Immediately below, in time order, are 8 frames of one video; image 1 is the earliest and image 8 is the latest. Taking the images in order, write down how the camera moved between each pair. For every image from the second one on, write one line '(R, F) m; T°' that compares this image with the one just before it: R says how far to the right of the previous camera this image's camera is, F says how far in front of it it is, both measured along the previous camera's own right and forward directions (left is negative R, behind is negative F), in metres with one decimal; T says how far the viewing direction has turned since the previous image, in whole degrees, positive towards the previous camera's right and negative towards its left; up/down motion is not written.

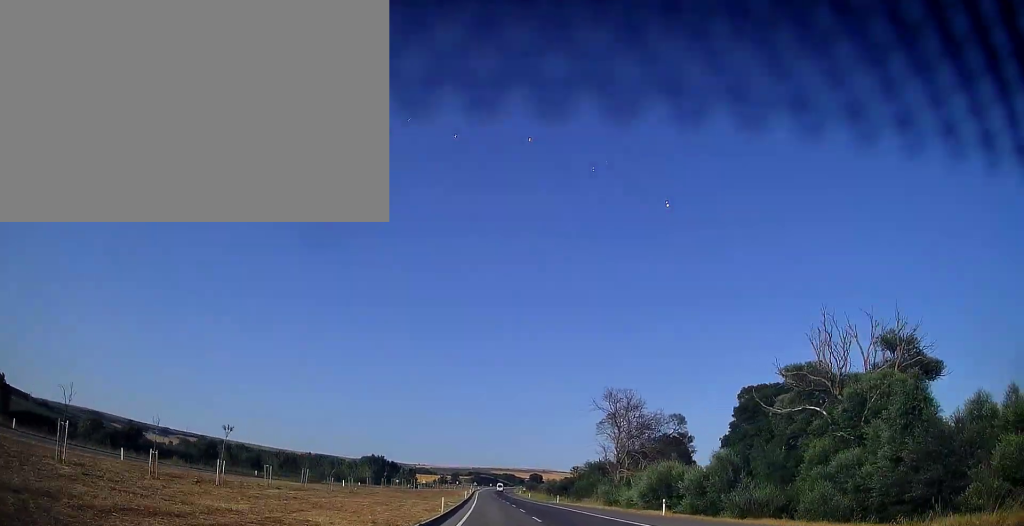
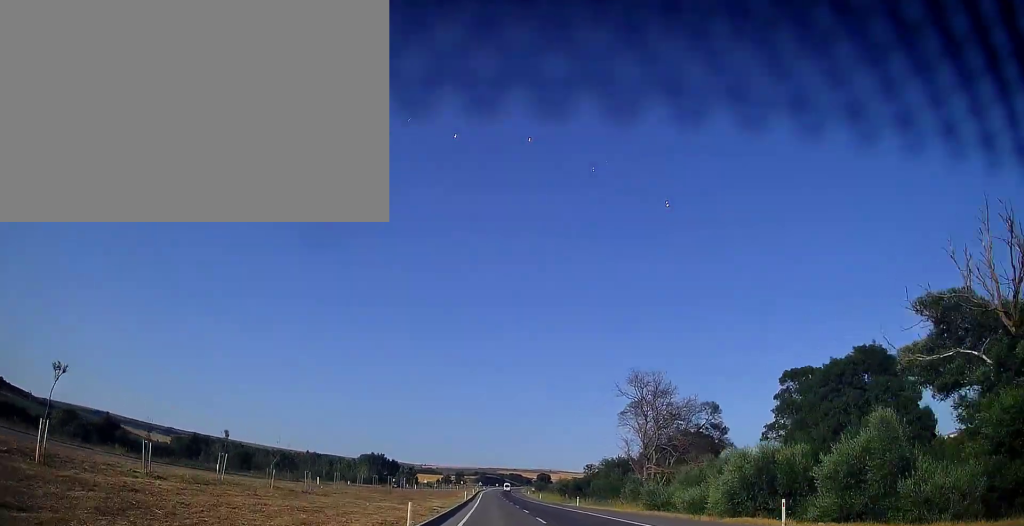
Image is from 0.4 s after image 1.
(0.0, +12.7) m; -1°
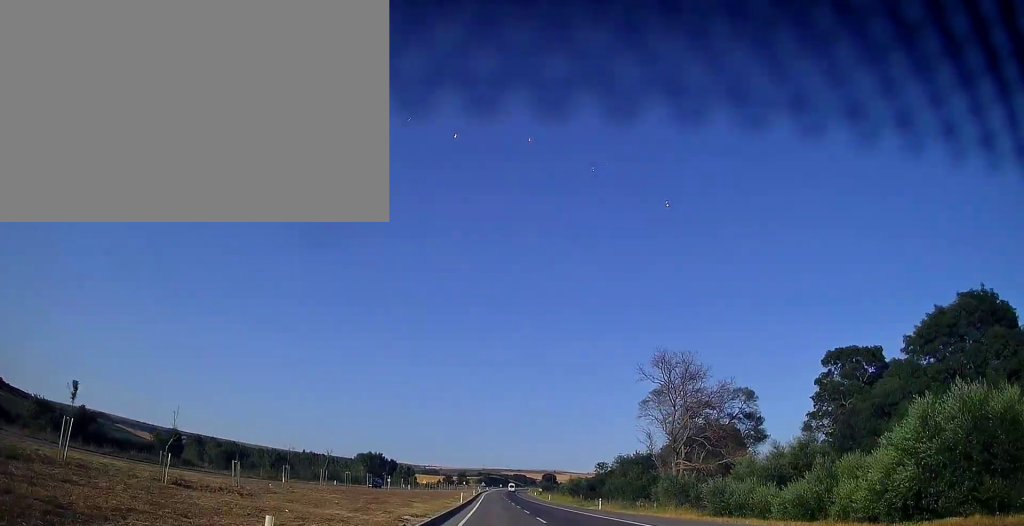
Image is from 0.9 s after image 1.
(0.0, +12.7) m; 0°
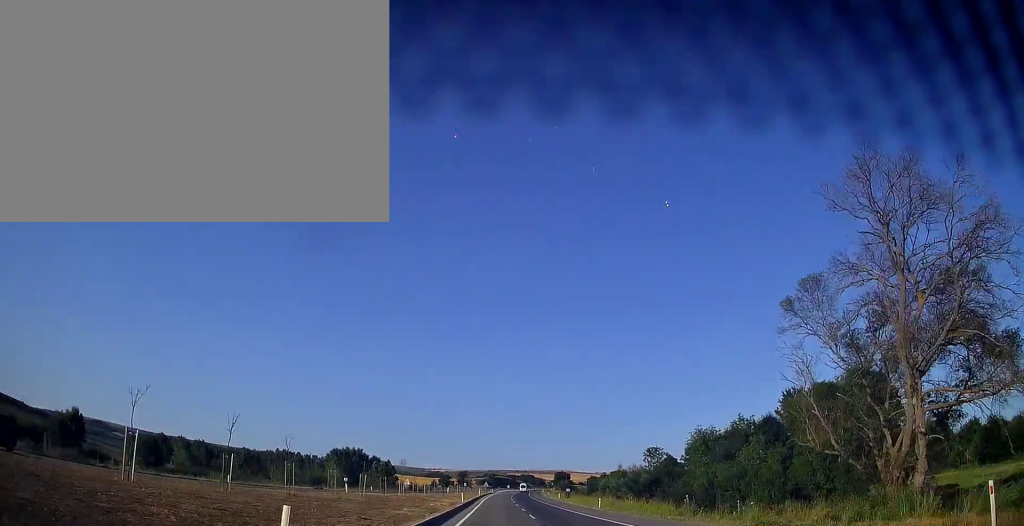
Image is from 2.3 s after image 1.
(-0.6, +42.1) m; -1°
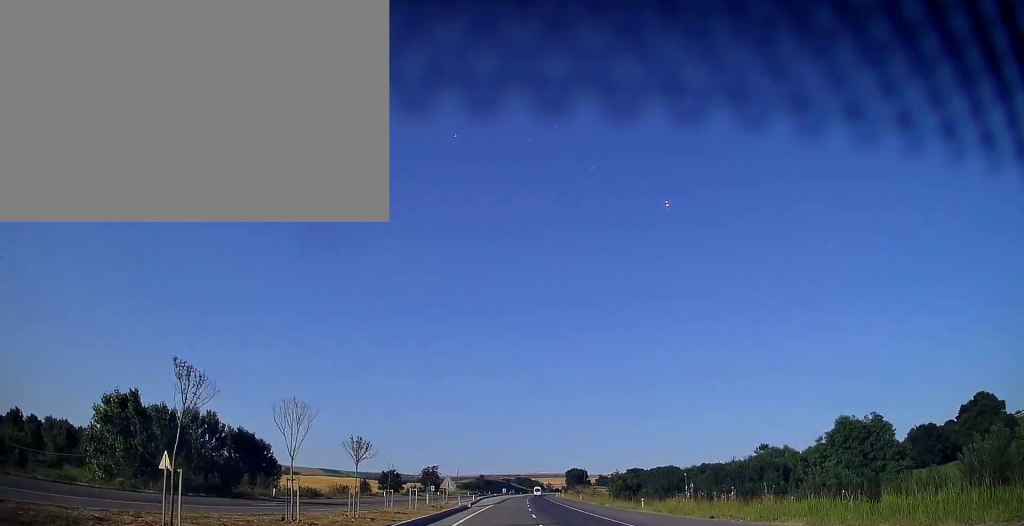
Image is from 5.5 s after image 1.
(+0.3, +94.8) m; +1°
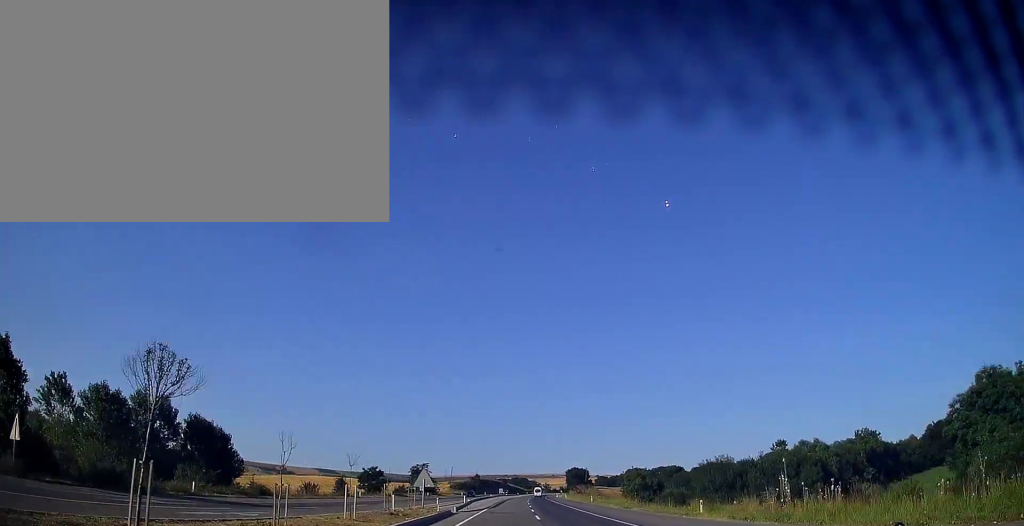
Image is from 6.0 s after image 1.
(0.0, +13.7) m; 0°
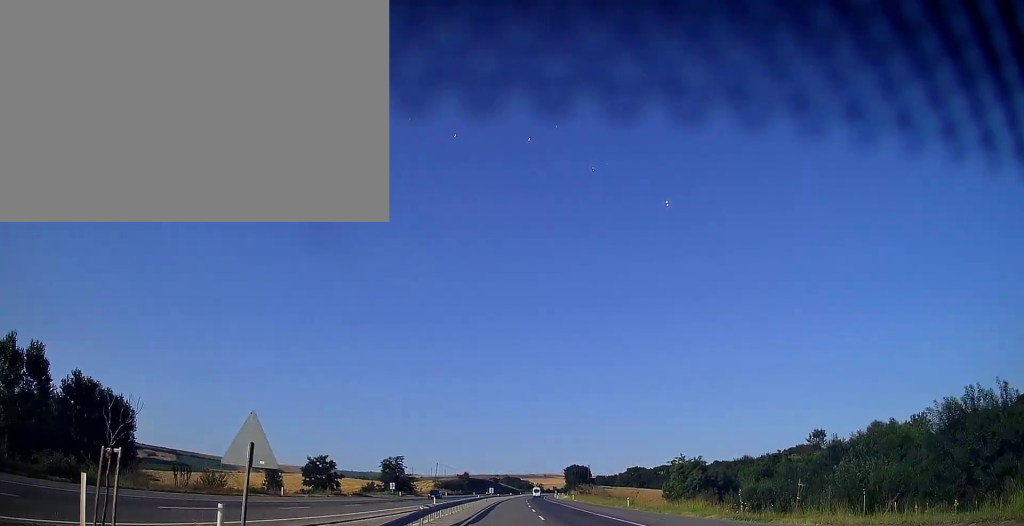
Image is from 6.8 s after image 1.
(0.0, +24.5) m; 0°
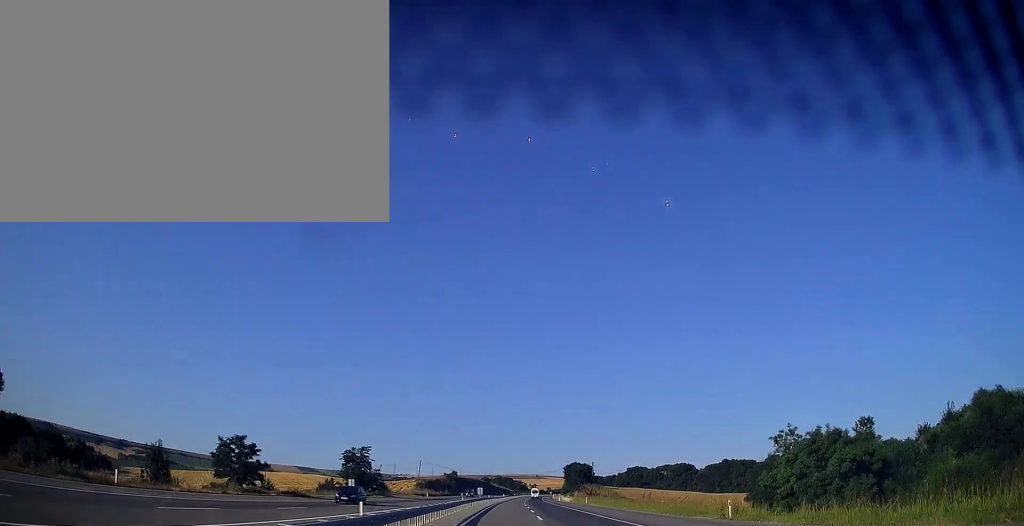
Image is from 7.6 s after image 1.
(+0.1, +23.5) m; +1°
